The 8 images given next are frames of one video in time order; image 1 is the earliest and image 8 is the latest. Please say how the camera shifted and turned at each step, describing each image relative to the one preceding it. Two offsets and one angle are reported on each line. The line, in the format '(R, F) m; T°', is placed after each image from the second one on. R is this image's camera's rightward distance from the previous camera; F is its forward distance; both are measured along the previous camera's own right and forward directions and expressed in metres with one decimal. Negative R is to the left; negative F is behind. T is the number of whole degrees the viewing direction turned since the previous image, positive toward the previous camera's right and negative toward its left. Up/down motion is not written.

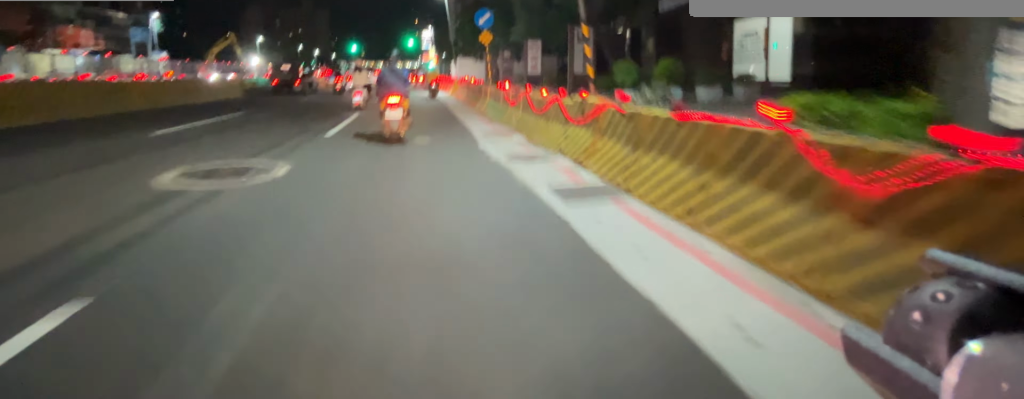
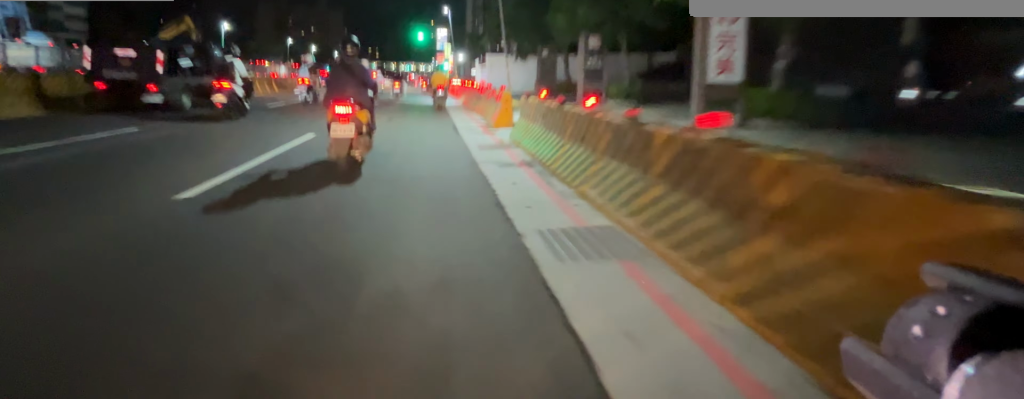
(+0.2, +14.7) m; +1°
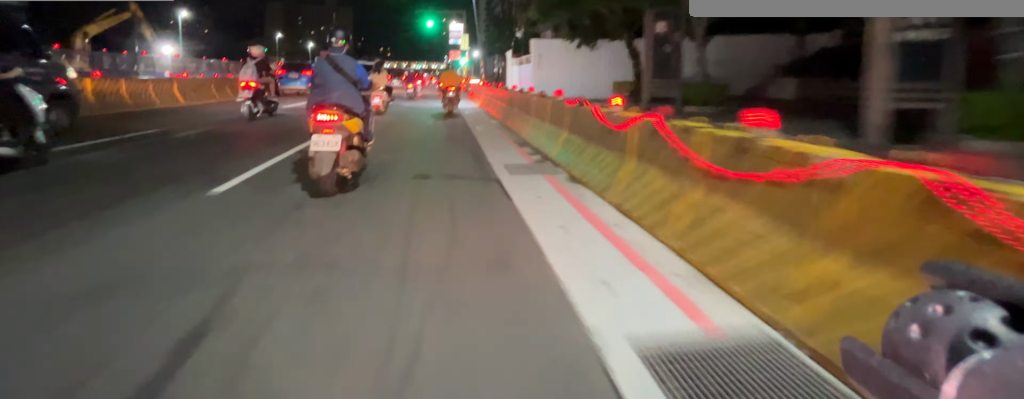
(0.0, +9.2) m; 0°
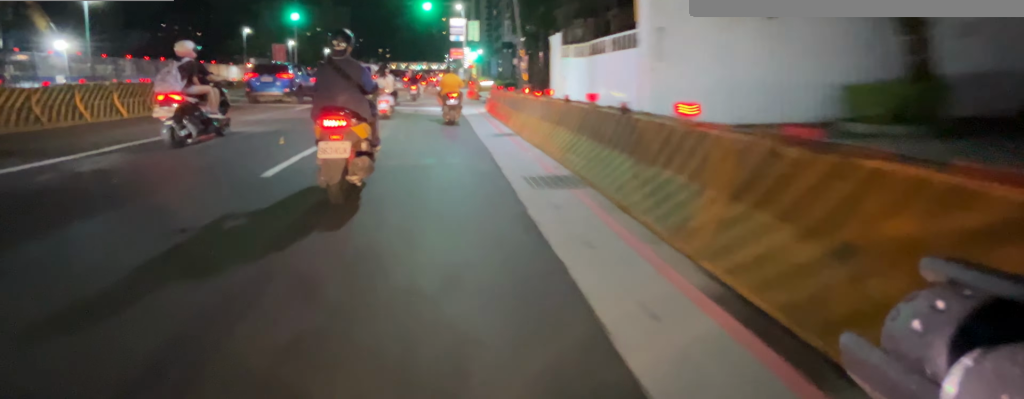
(0.0, +8.9) m; 0°
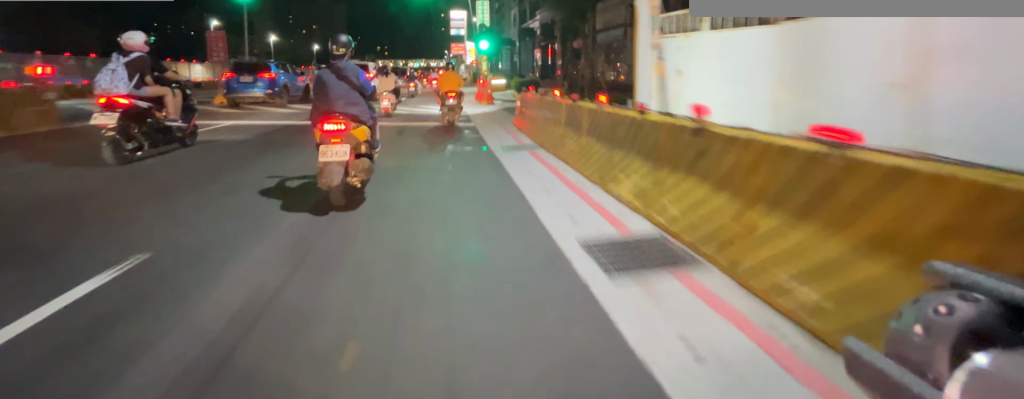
(0.0, +6.6) m; 0°
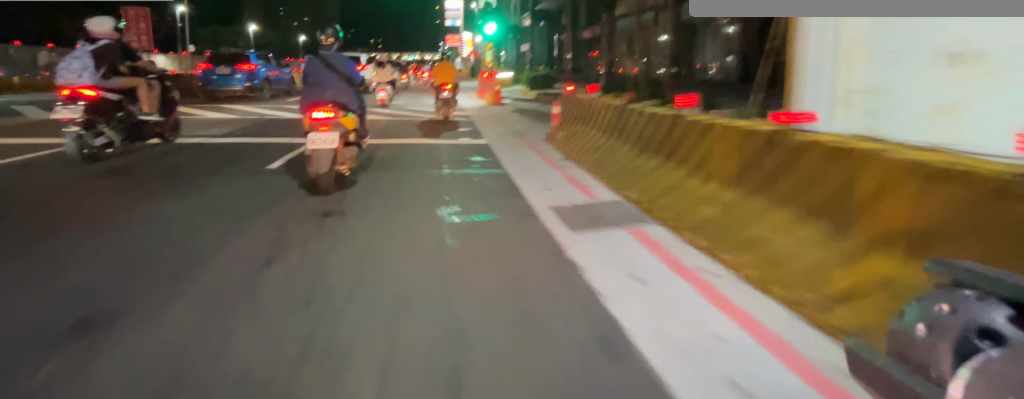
(0.0, +4.5) m; 0°
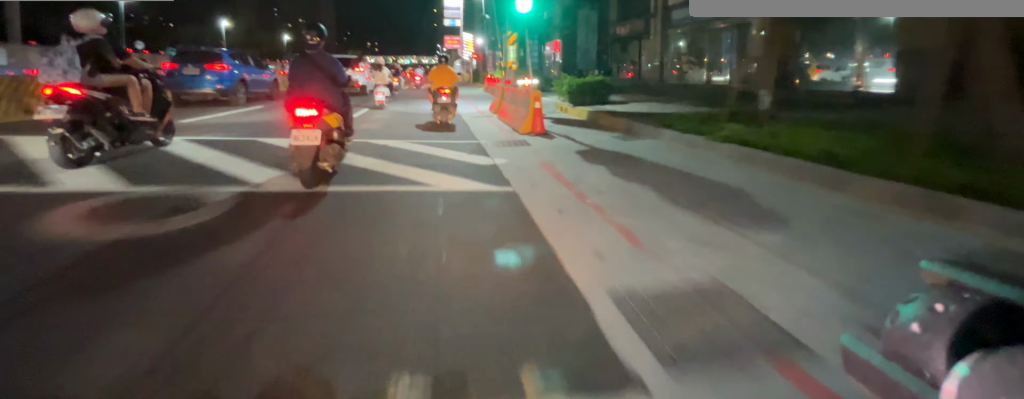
(0.0, +6.6) m; 0°
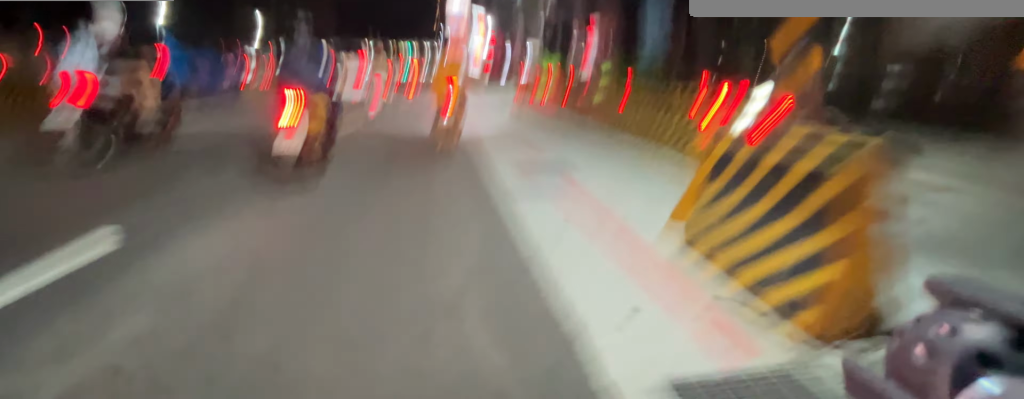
(0.0, +10.5) m; 0°
